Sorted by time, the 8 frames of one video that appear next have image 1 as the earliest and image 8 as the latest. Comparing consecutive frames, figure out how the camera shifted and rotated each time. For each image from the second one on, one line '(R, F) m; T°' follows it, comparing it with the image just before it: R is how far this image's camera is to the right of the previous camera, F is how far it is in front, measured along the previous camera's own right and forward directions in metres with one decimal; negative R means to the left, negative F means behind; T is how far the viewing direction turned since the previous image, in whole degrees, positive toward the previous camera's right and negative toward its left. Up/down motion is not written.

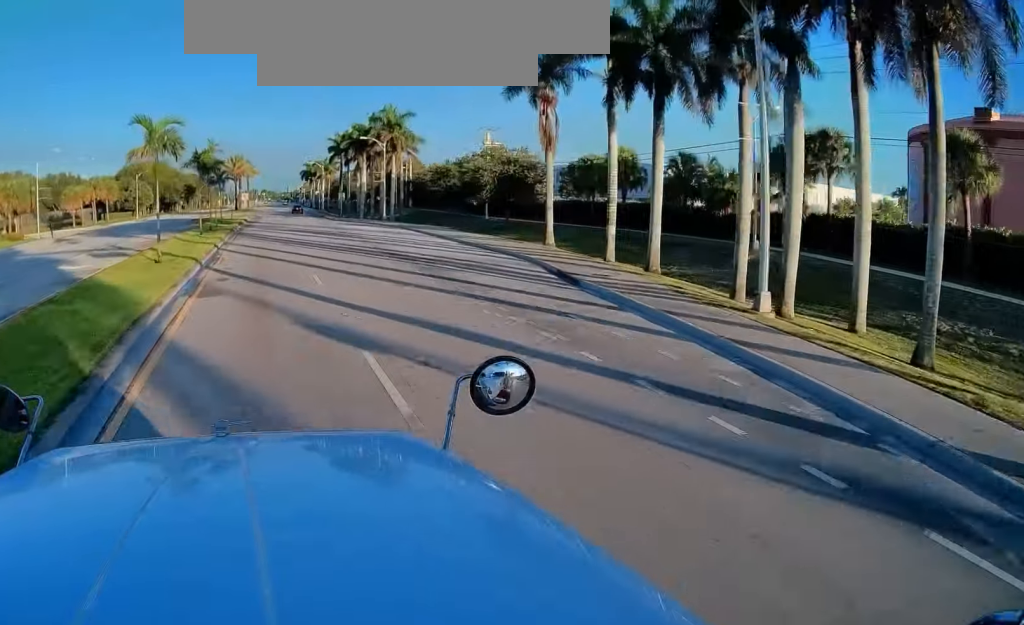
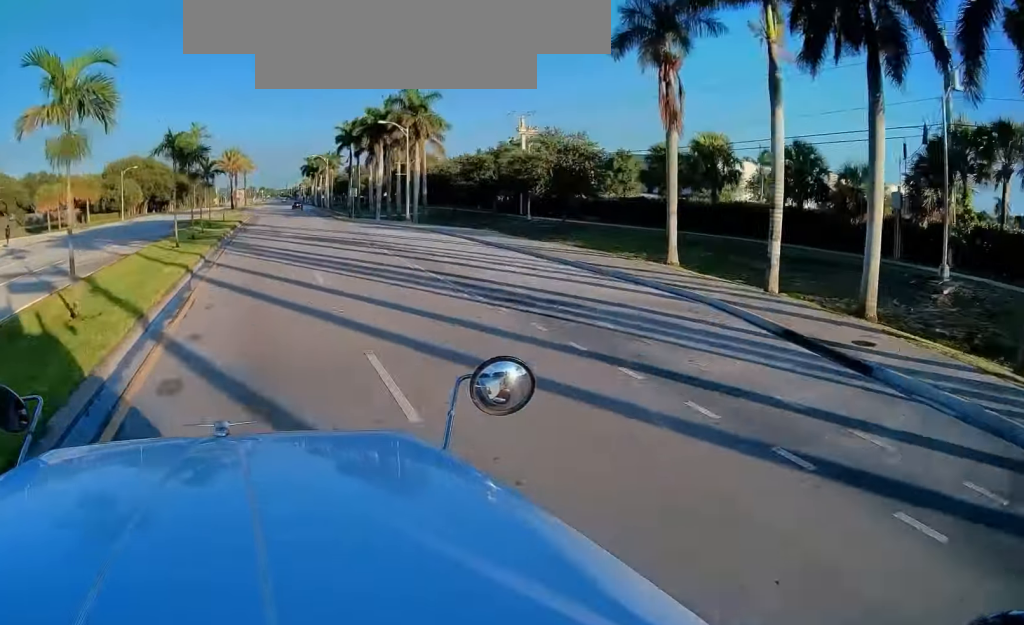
(-0.1, +11.1) m; 0°
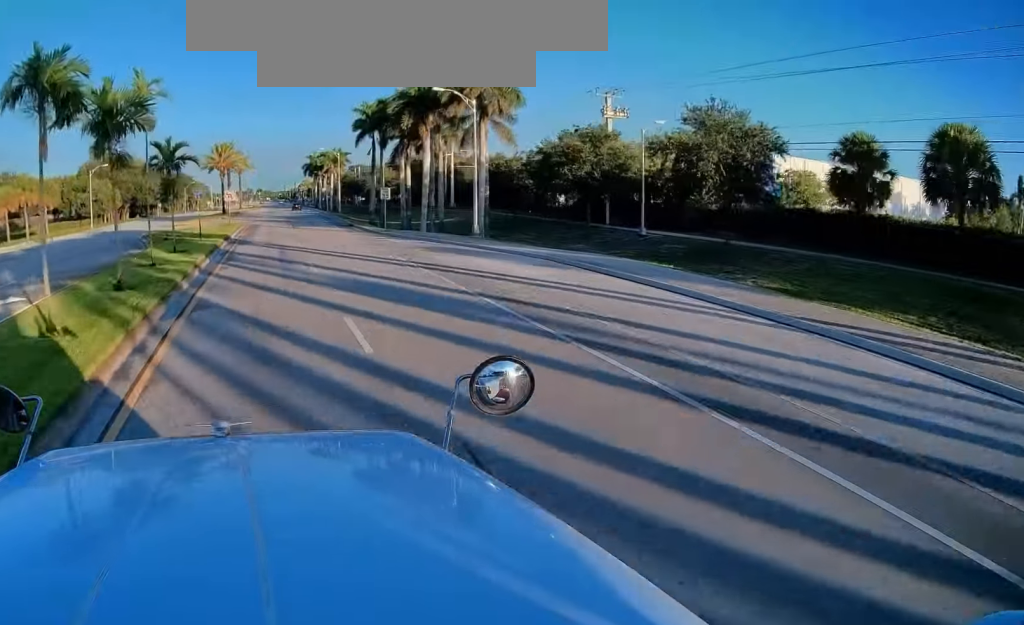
(0.0, +19.6) m; 0°
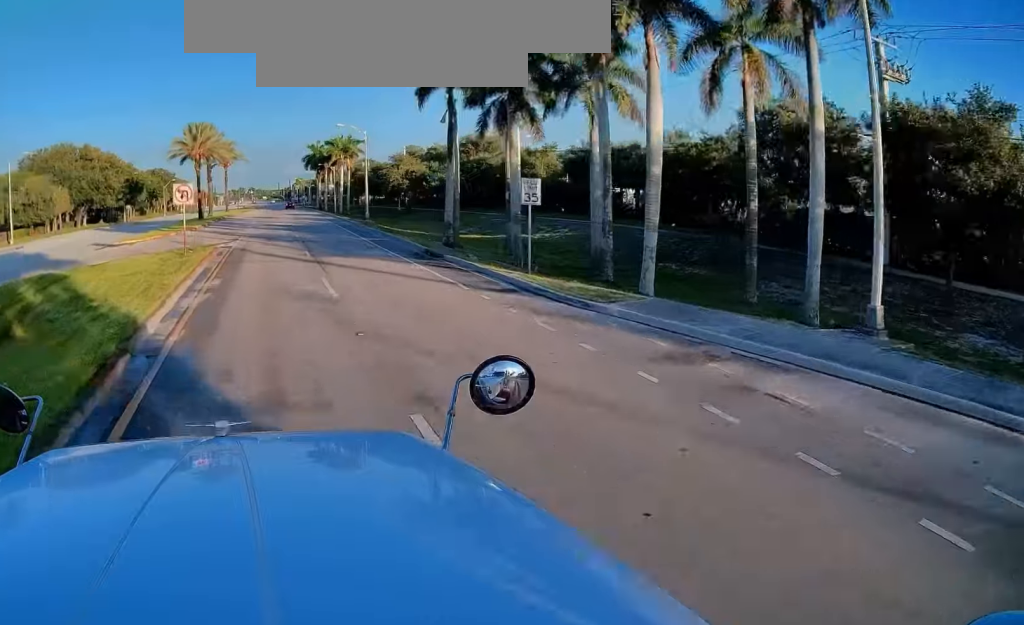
(+0.2, +28.4) m; +1°
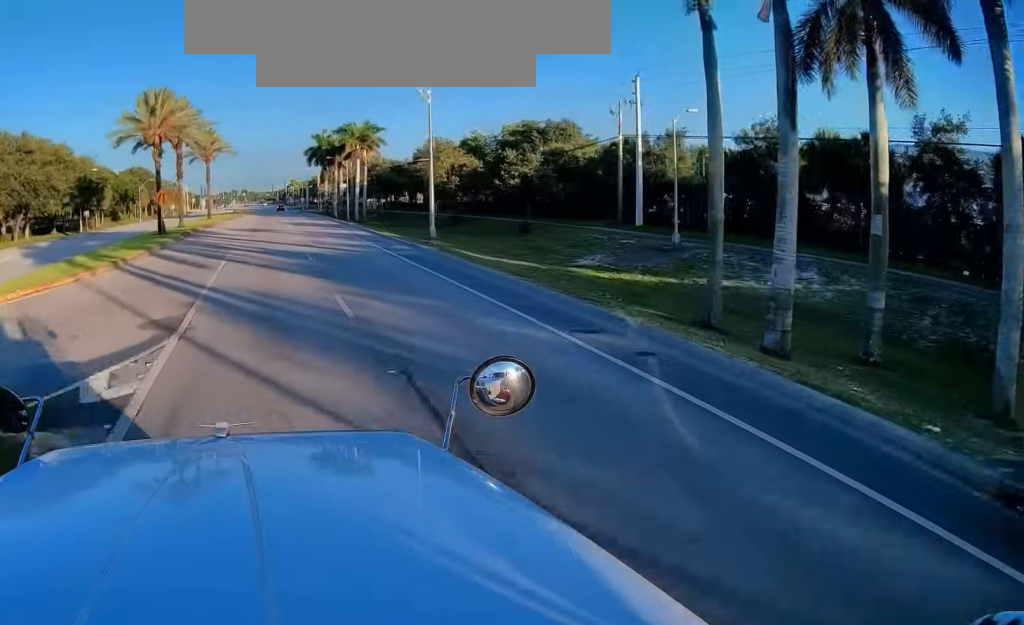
(+0.1, +24.9) m; 0°
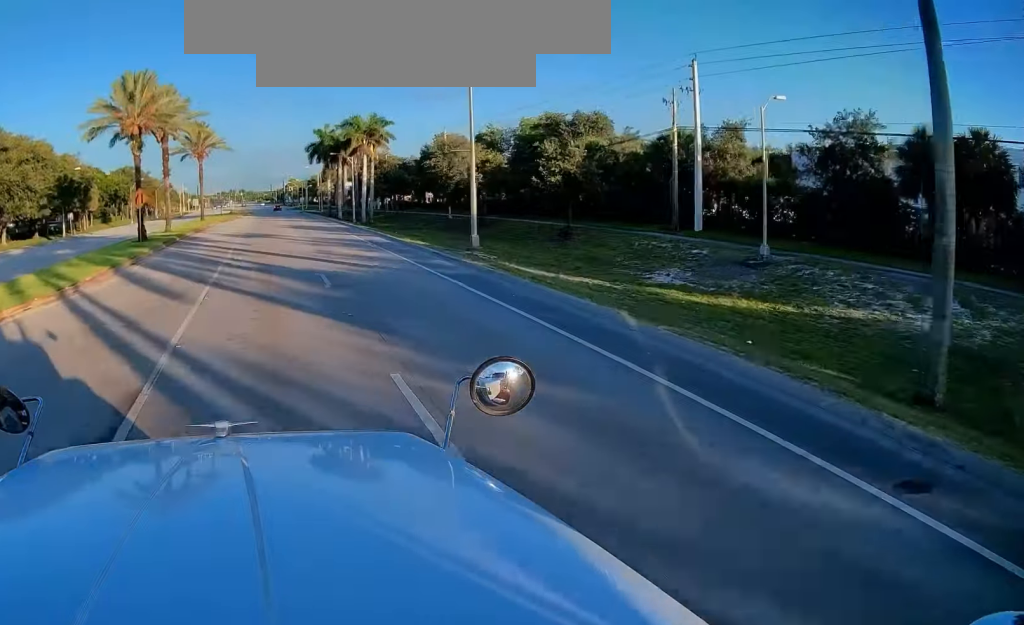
(0.0, +8.1) m; 0°
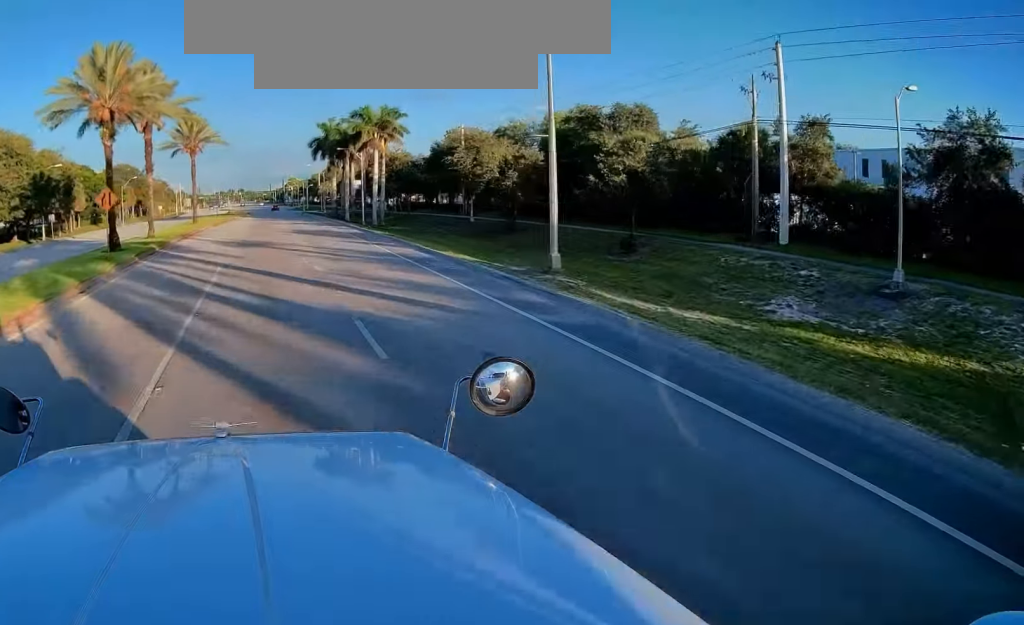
(+0.1, +8.2) m; 0°
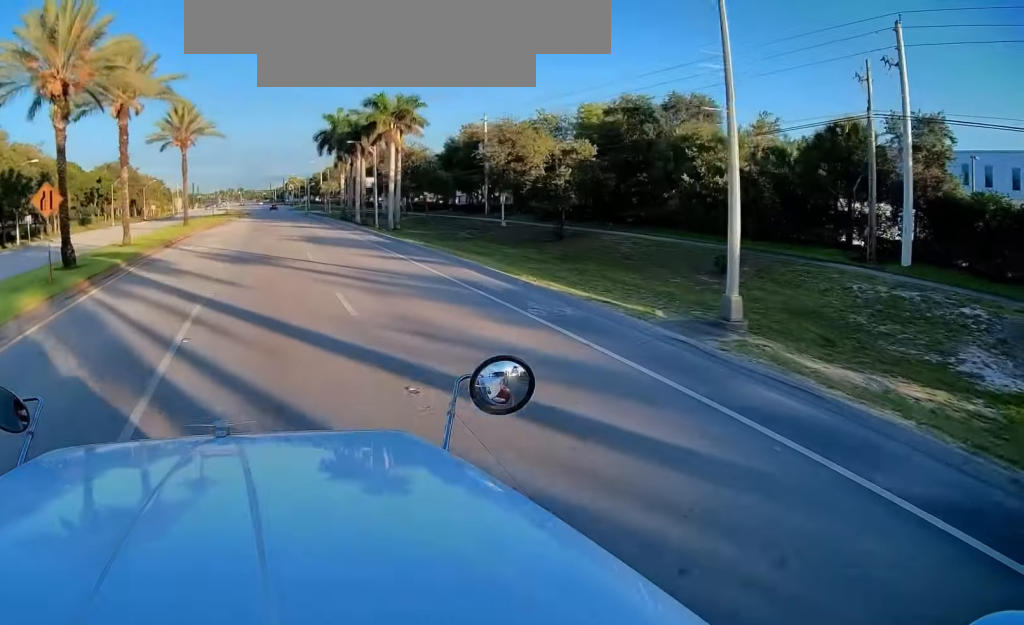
(0.0, +8.2) m; 0°
